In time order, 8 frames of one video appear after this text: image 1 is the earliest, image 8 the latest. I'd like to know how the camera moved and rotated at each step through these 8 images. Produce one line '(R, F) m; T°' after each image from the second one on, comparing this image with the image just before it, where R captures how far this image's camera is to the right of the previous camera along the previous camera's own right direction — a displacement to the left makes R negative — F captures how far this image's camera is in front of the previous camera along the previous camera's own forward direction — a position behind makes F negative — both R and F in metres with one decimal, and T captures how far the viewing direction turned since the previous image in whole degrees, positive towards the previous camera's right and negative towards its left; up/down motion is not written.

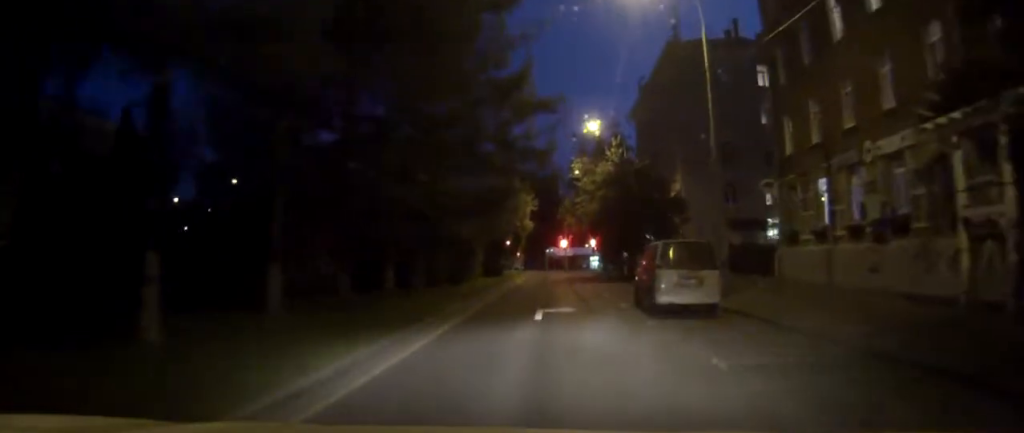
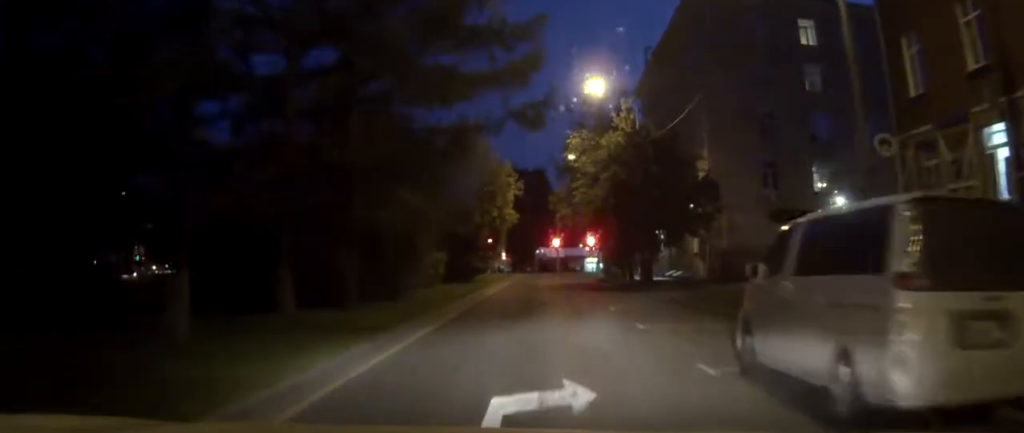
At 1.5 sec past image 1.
(+0.2, +13.5) m; +2°
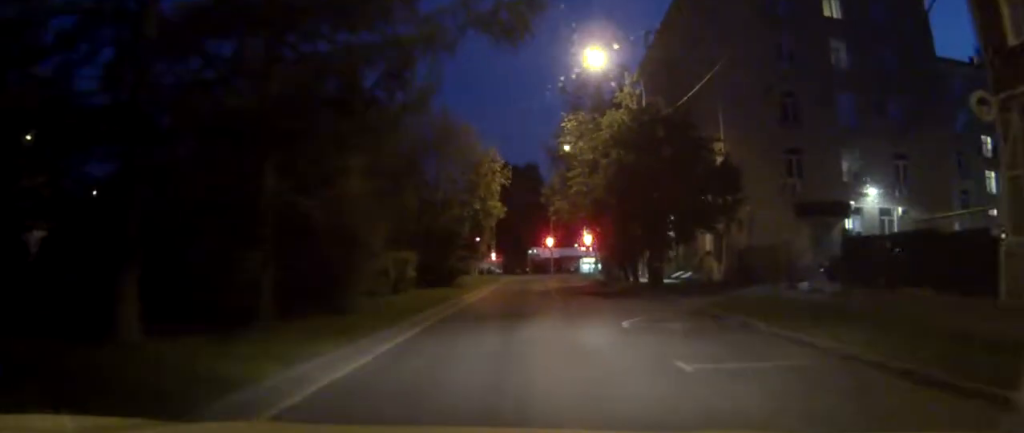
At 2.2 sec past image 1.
(+0.1, +6.2) m; +1°
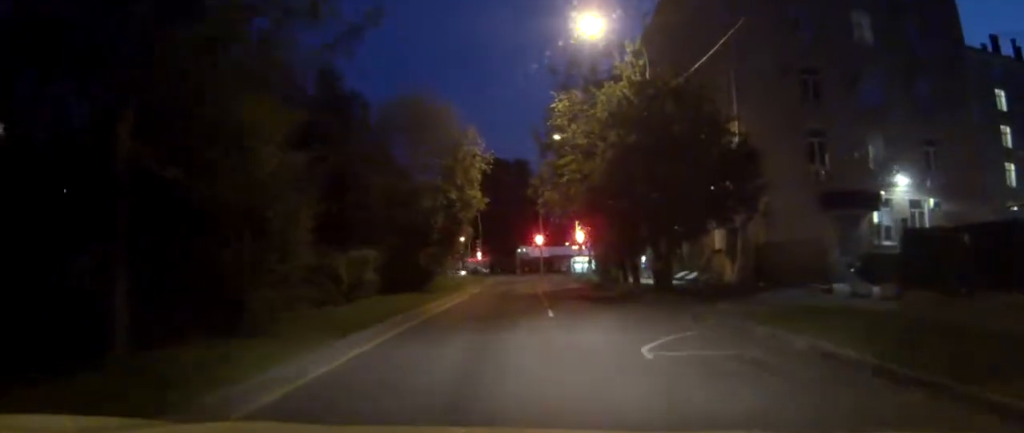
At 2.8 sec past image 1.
(0.0, +5.2) m; 0°
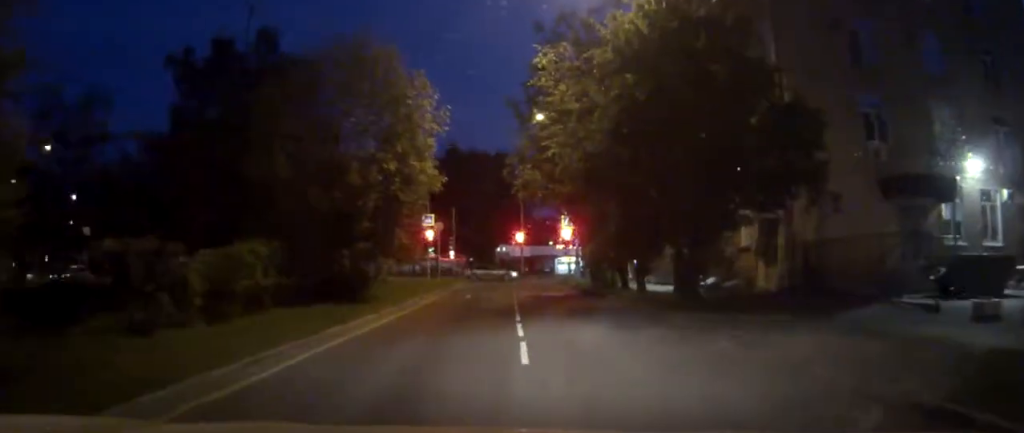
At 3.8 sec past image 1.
(-0.1, +8.8) m; 0°
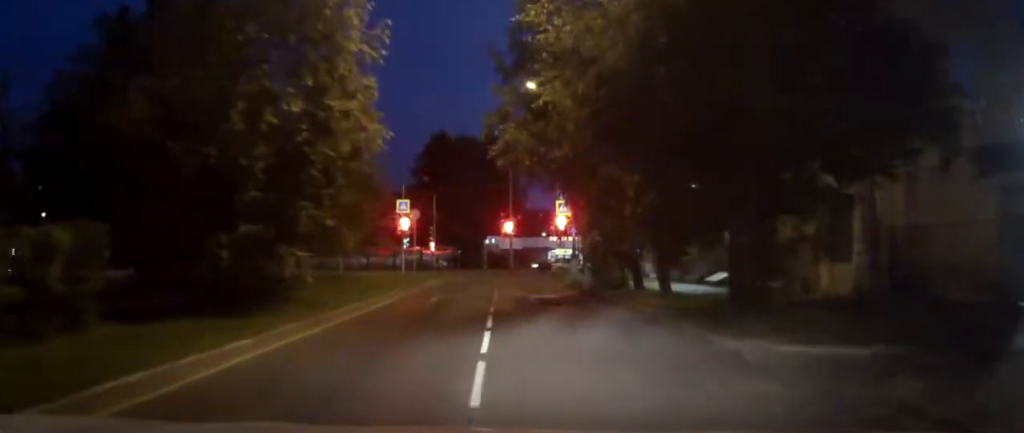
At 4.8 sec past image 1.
(0.0, +7.6) m; +1°
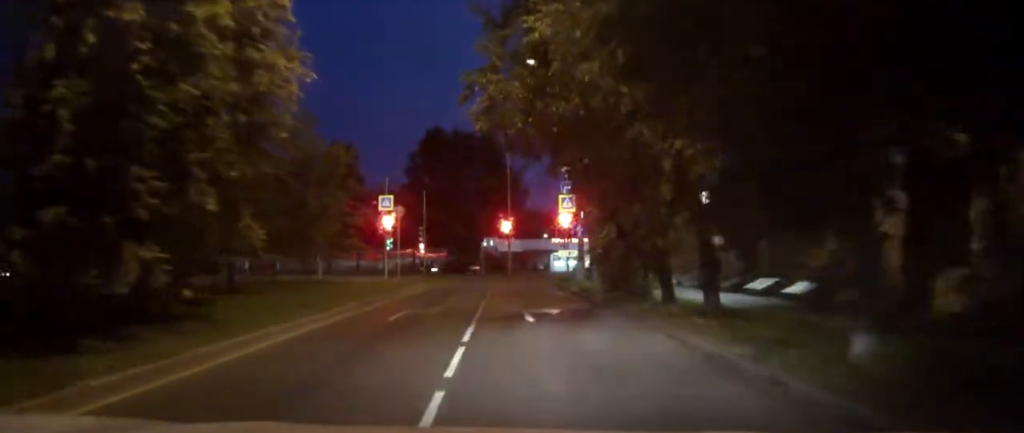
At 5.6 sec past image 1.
(+0.1, +6.2) m; +1°
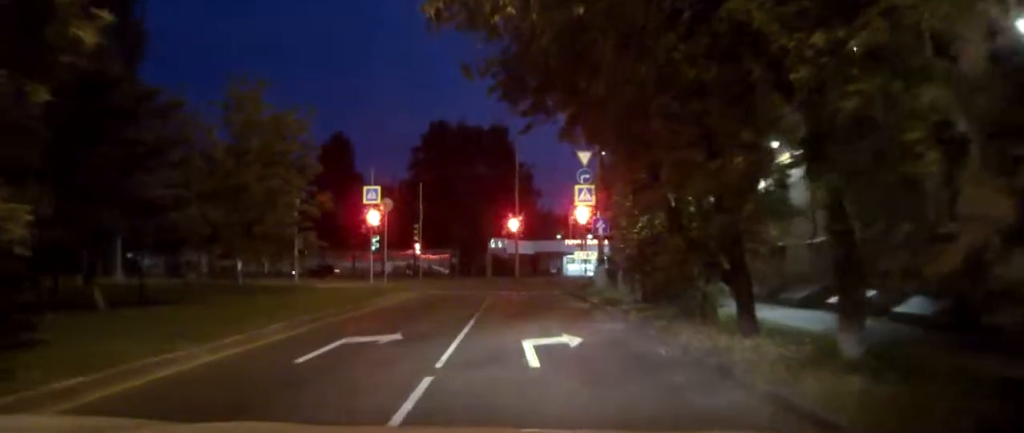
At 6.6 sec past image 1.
(0.0, +7.4) m; 0°
